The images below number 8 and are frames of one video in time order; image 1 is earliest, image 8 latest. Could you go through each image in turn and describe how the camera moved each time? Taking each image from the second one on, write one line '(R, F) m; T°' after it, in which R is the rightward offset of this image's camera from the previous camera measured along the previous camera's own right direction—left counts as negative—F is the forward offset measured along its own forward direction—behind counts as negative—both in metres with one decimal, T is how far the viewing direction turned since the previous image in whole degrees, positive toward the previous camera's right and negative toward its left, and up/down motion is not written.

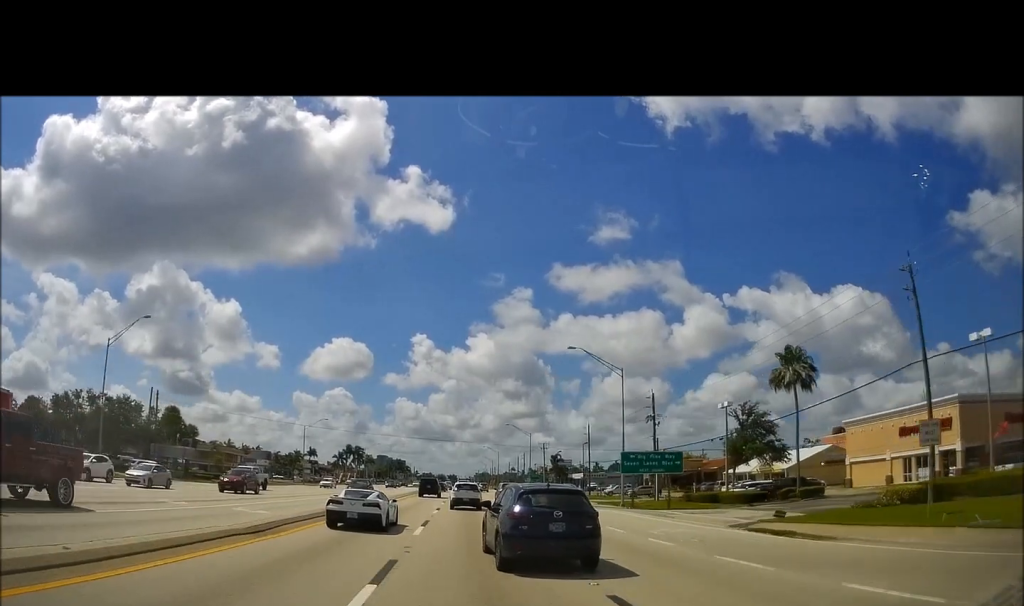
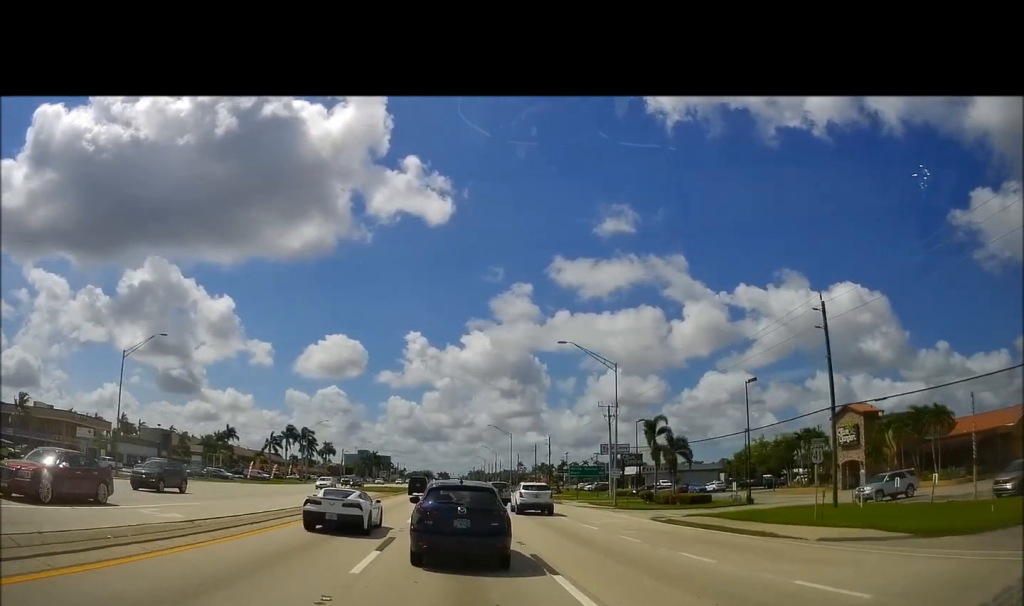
(0.0, +69.4) m; 0°
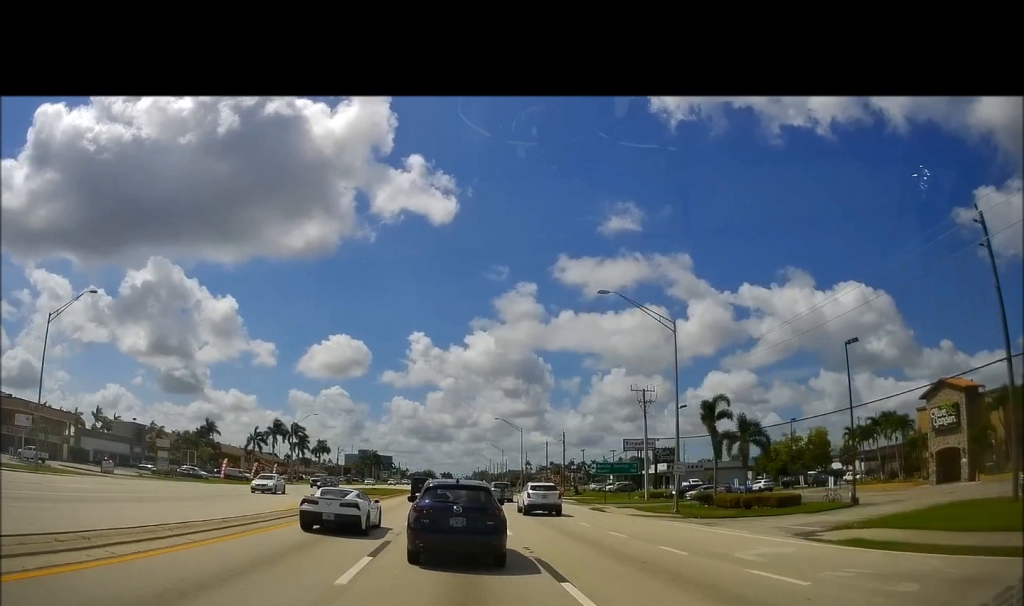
(0.0, +13.7) m; 0°
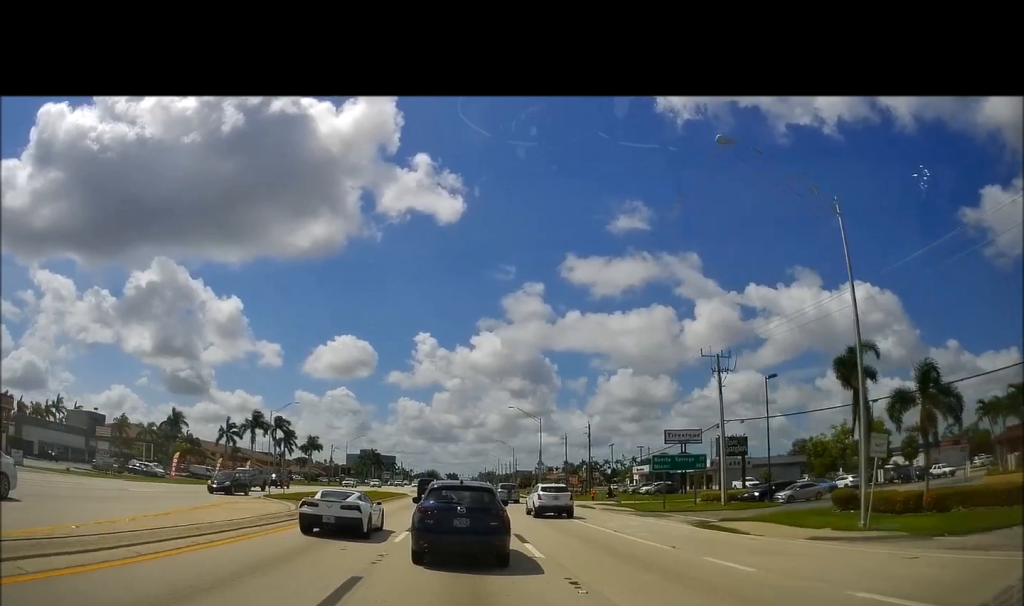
(0.0, +18.0) m; -1°
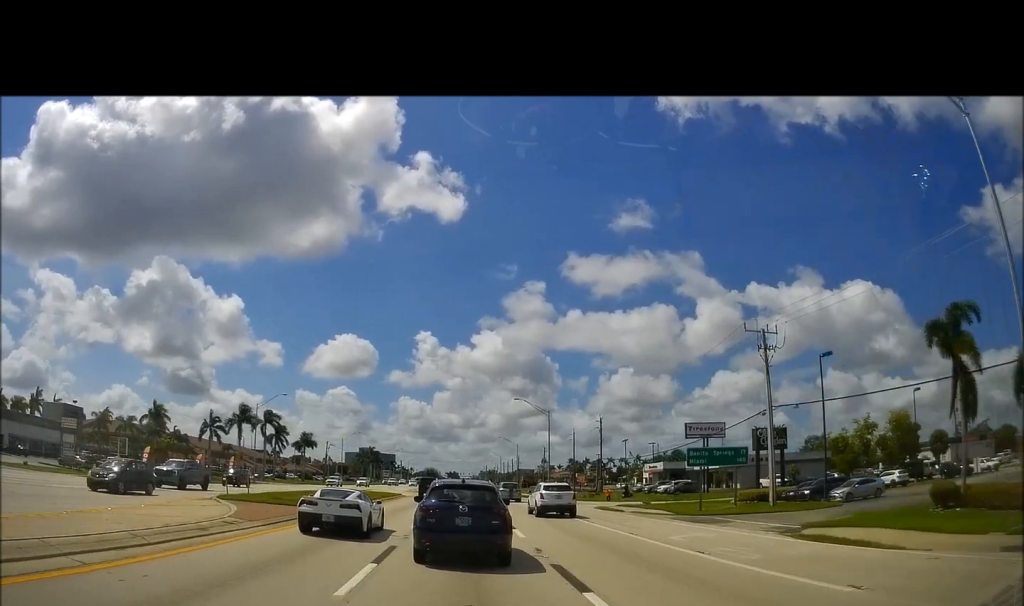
(0.0, +7.7) m; -1°
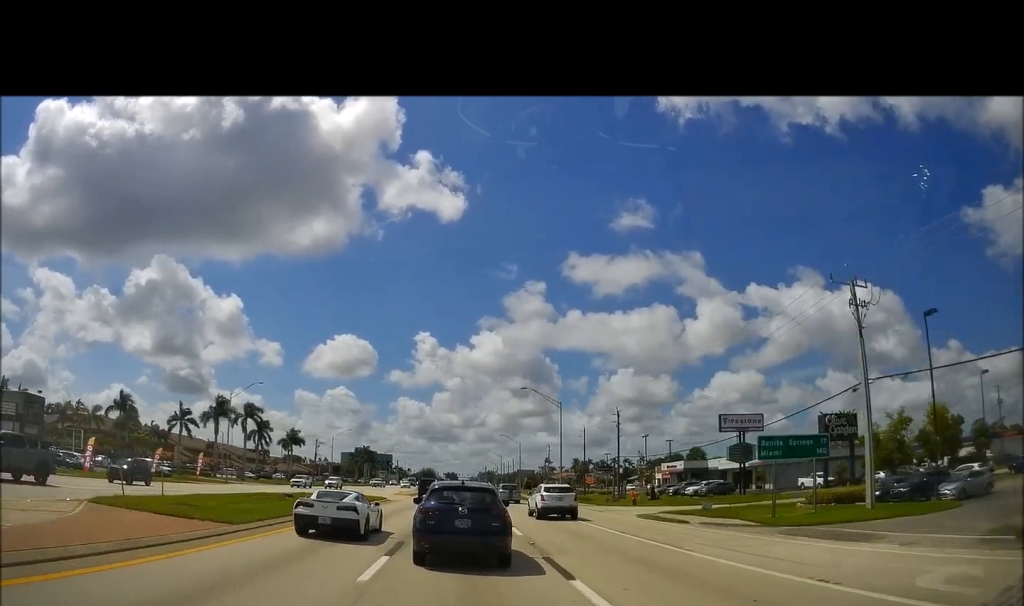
(-0.2, +10.8) m; -1°
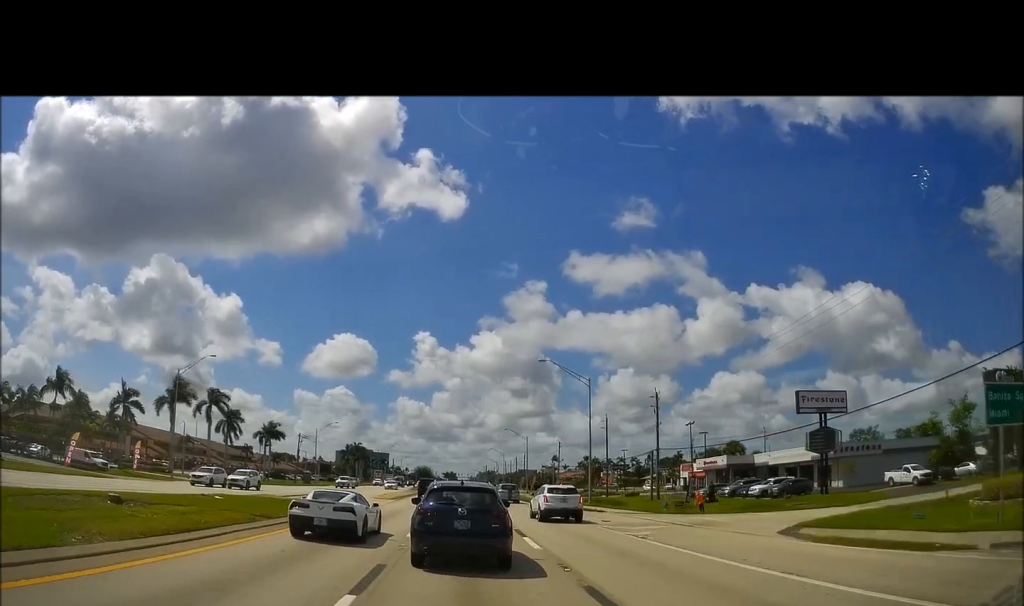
(-0.1, +16.4) m; 0°
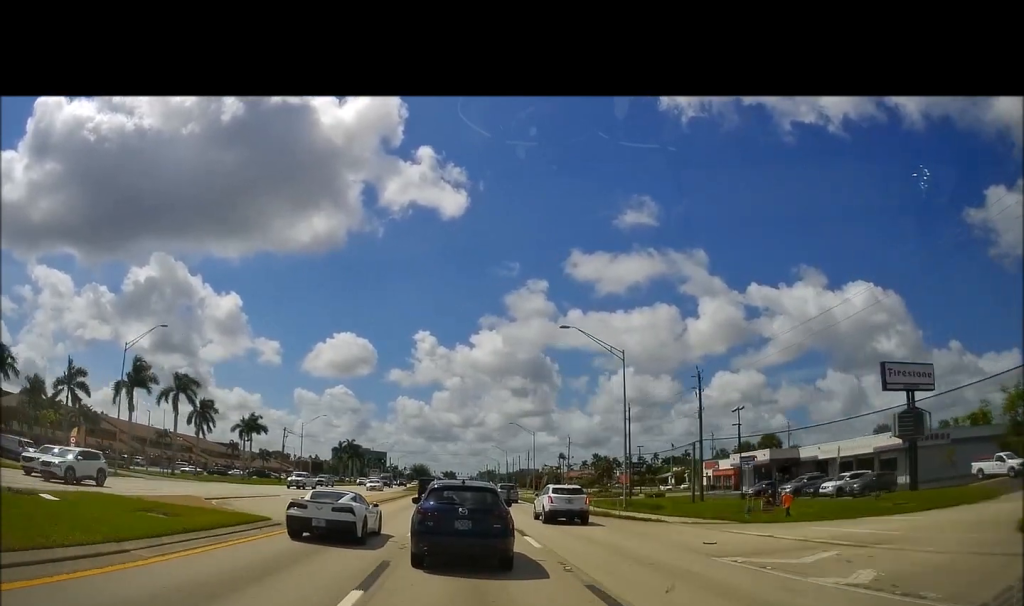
(0.0, +12.0) m; +1°
